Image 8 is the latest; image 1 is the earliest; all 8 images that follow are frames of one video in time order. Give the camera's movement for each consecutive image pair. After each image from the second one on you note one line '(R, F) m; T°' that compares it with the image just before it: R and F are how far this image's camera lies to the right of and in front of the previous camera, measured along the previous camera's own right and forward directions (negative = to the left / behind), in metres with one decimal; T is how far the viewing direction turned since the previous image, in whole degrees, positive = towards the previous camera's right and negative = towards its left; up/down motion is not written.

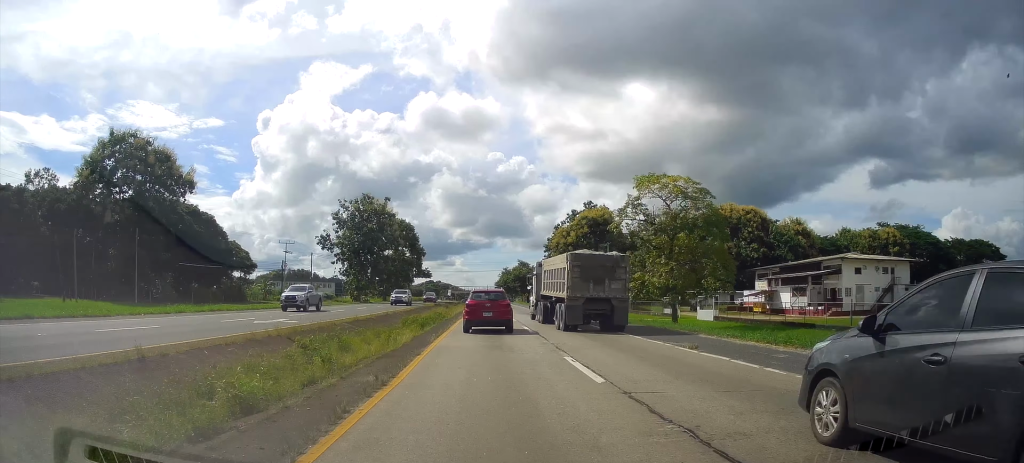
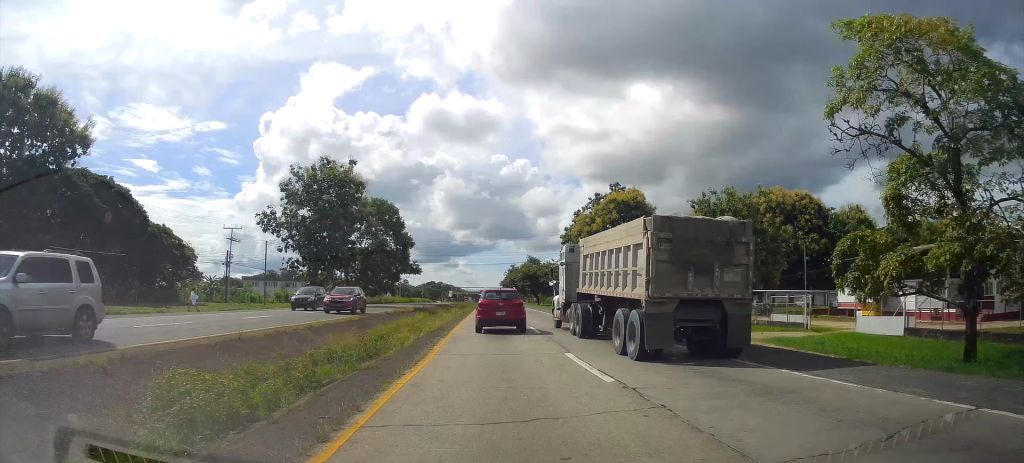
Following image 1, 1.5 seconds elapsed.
(-0.2, +24.4) m; 0°
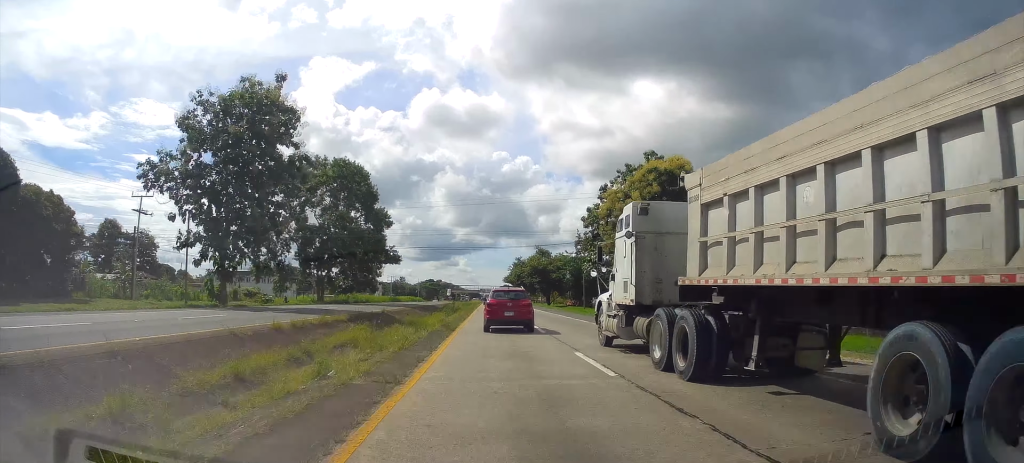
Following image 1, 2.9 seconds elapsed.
(-0.1, +23.2) m; 0°
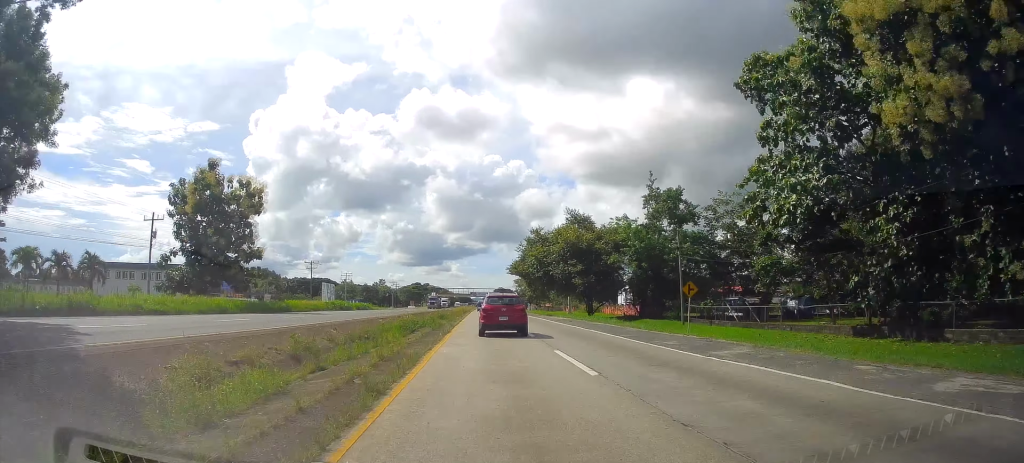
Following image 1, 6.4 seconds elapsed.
(+0.3, +58.8) m; +1°
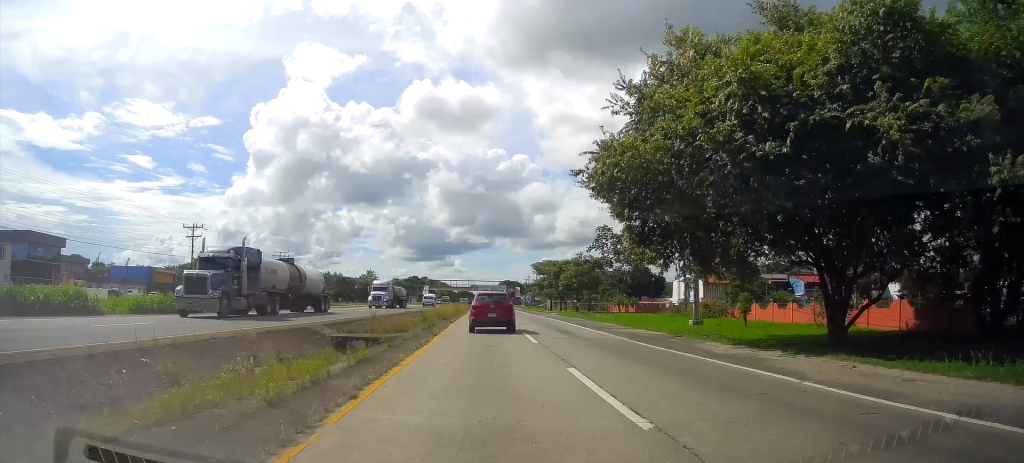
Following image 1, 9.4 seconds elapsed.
(-0.2, +52.1) m; -1°
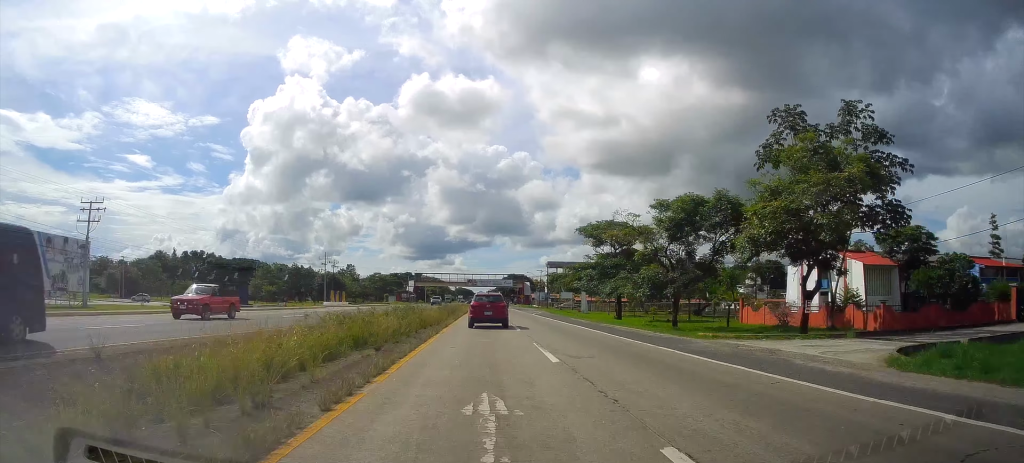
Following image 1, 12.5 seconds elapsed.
(-0.3, +54.7) m; 0°
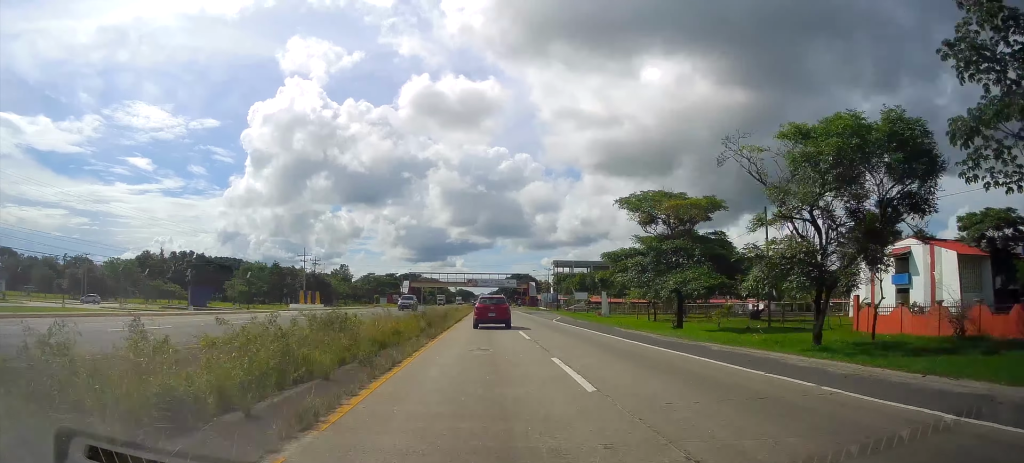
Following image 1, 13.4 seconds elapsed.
(+0.1, +16.5) m; 0°
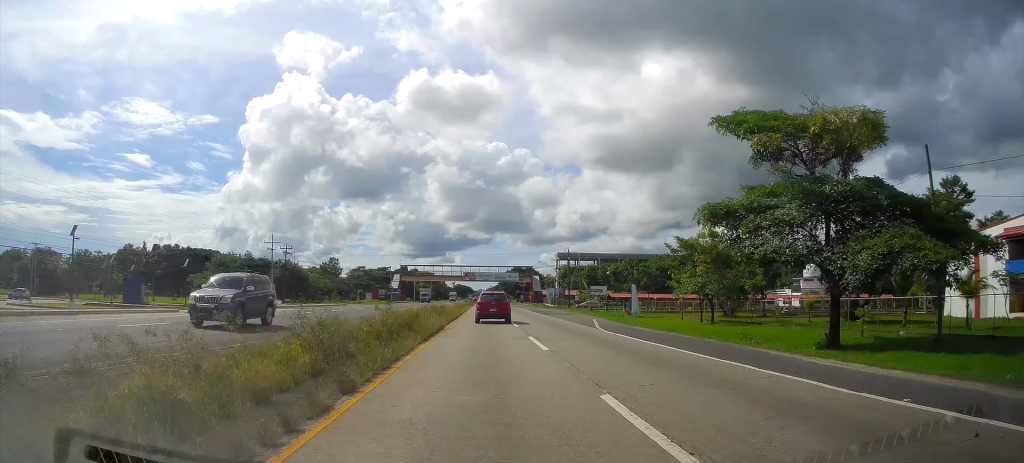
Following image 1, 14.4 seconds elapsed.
(0.0, +18.0) m; 0°
